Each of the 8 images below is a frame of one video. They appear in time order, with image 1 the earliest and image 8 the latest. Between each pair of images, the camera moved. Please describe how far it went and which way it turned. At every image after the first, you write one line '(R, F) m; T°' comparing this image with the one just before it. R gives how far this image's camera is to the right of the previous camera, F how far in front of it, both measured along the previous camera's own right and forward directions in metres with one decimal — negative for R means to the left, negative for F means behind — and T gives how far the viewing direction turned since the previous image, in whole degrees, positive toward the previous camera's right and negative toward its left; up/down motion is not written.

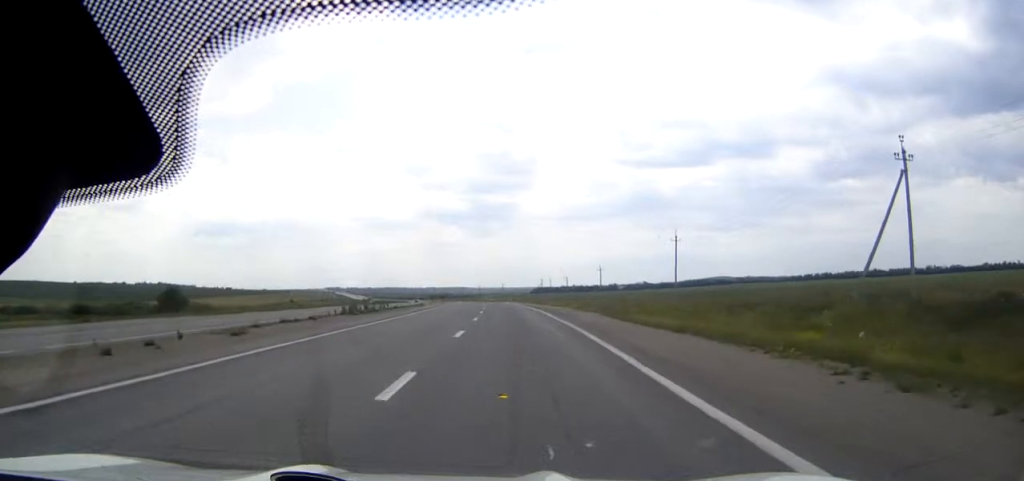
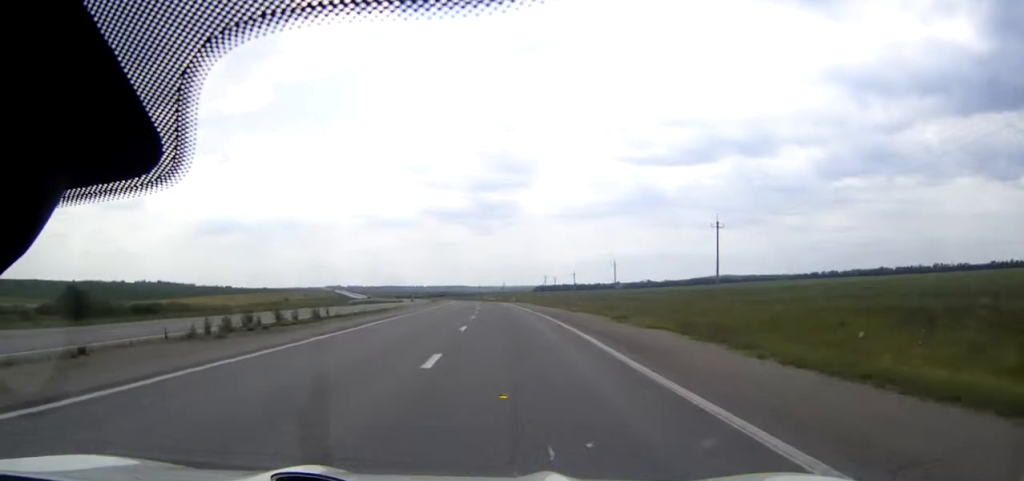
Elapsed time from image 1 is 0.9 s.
(0.0, +20.0) m; 0°
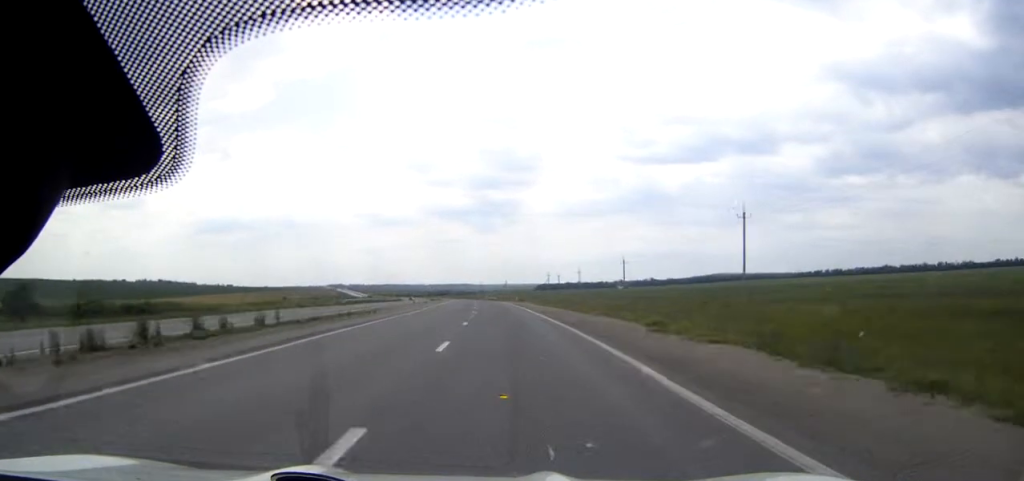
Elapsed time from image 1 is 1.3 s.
(0.0, +8.8) m; 0°
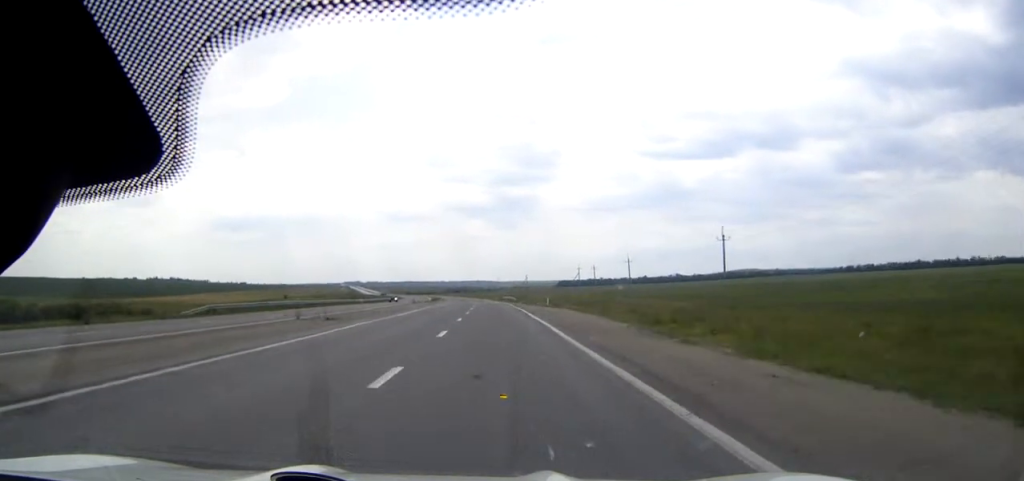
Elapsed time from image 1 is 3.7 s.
(-0.4, +53.8) m; -1°
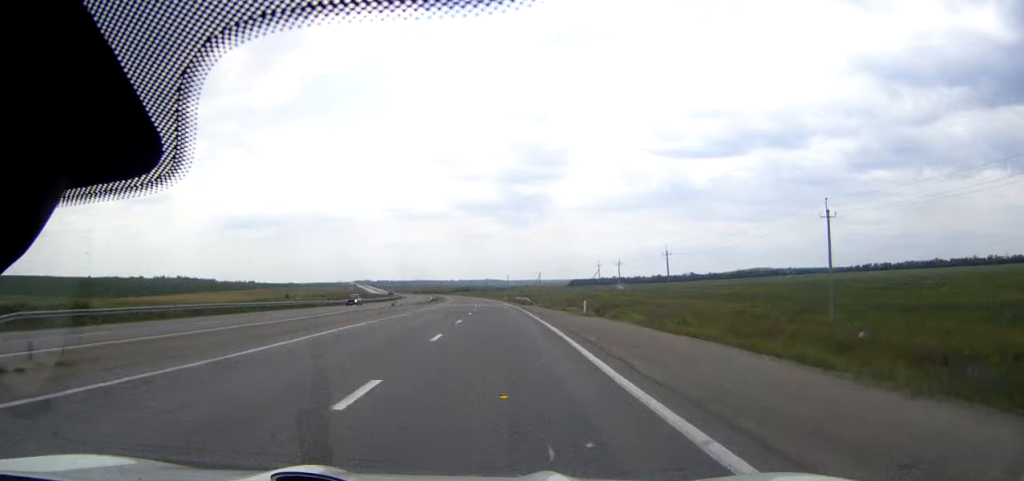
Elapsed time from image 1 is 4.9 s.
(-0.2, +25.8) m; -1°
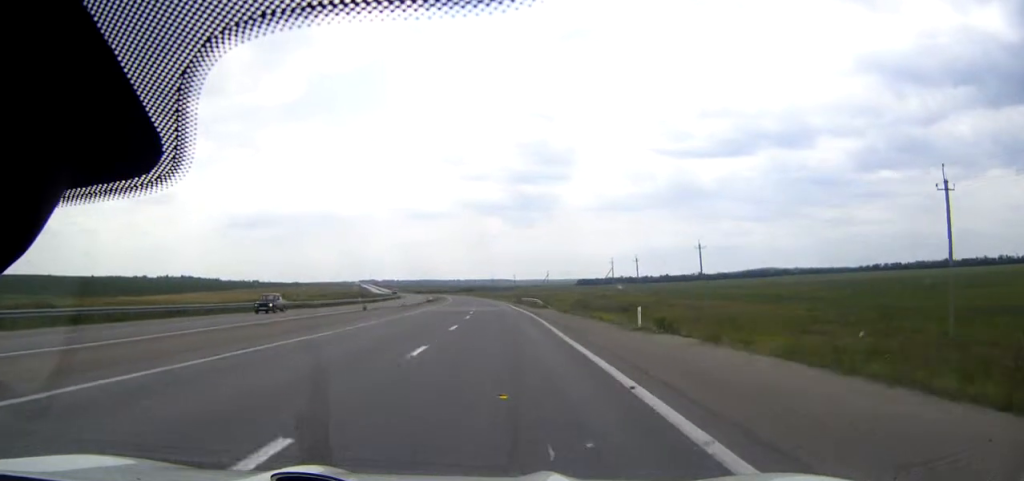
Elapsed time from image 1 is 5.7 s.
(-0.1, +16.9) m; 0°
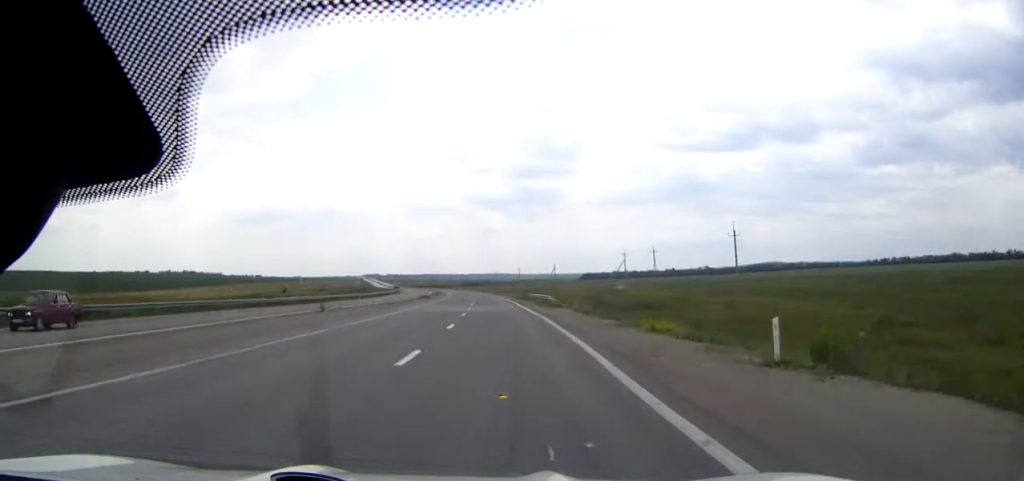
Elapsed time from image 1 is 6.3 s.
(-0.1, +14.0) m; 0°
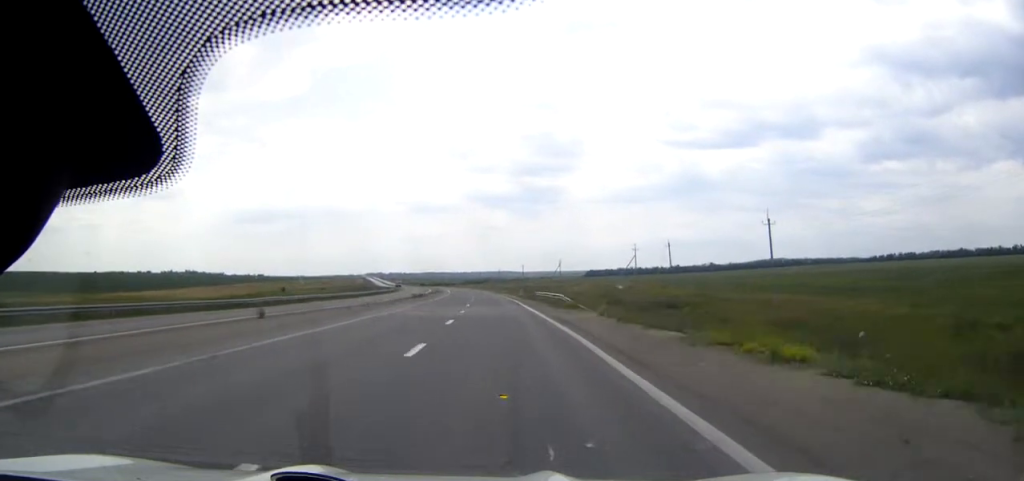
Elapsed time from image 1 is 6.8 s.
(0.0, +11.1) m; 0°
